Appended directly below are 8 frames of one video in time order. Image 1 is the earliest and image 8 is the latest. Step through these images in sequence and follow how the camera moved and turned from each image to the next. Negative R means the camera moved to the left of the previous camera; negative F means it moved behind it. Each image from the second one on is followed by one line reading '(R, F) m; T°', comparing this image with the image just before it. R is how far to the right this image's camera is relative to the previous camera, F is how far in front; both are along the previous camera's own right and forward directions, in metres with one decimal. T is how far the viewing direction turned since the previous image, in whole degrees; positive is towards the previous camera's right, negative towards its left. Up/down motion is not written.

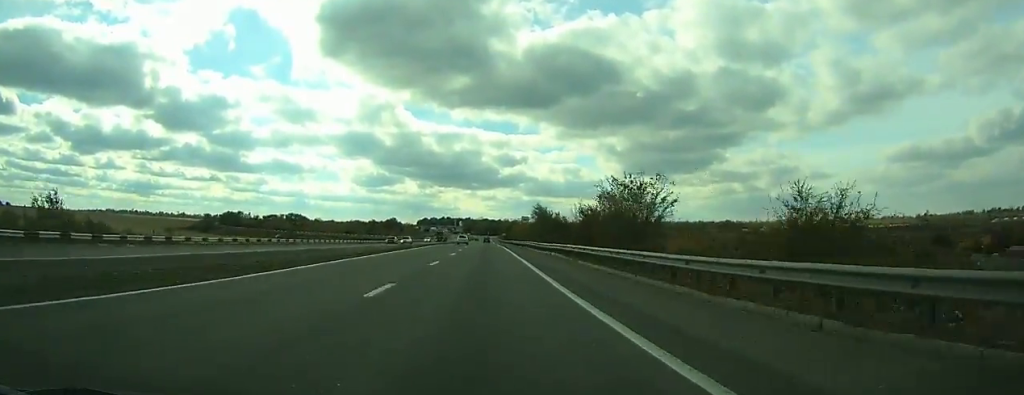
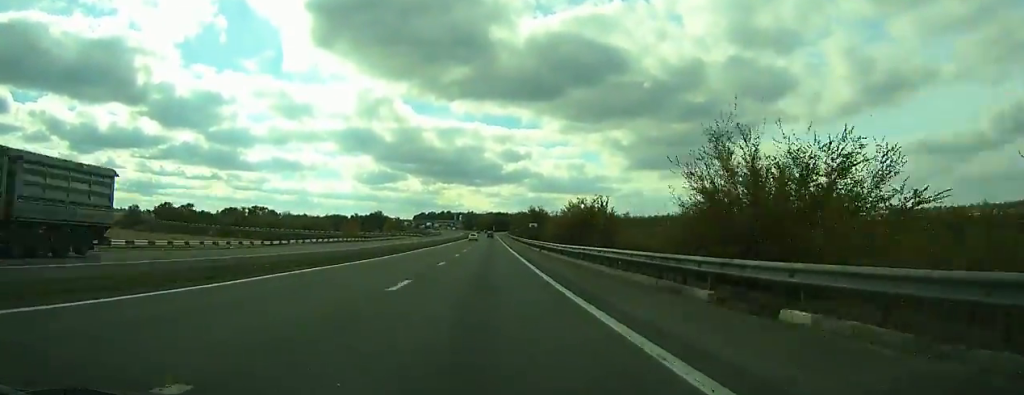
(-0.3, +103.8) m; 0°
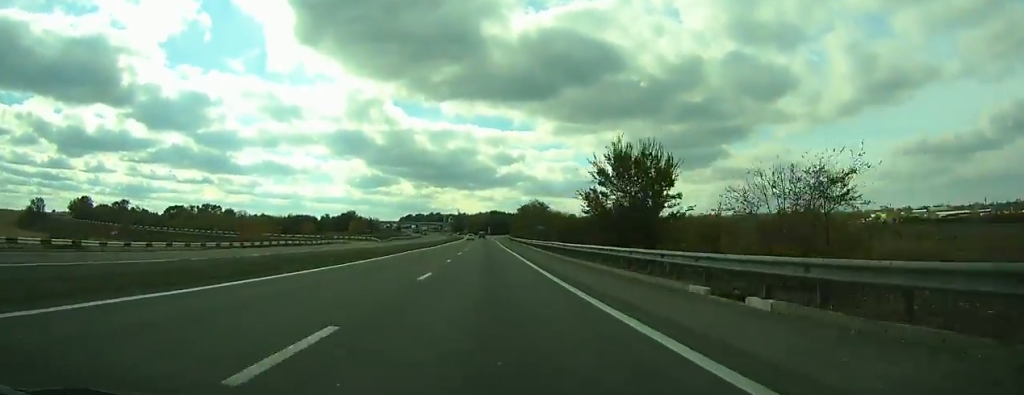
(+0.2, +81.0) m; 0°
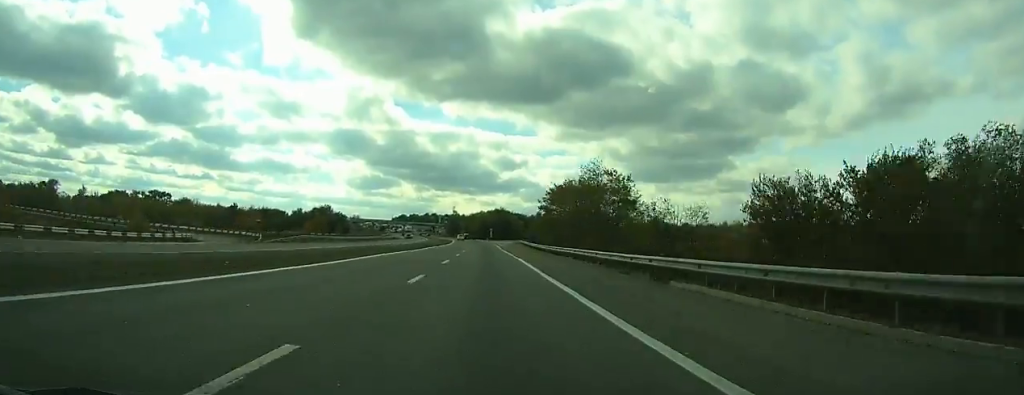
(-0.1, +73.8) m; 0°
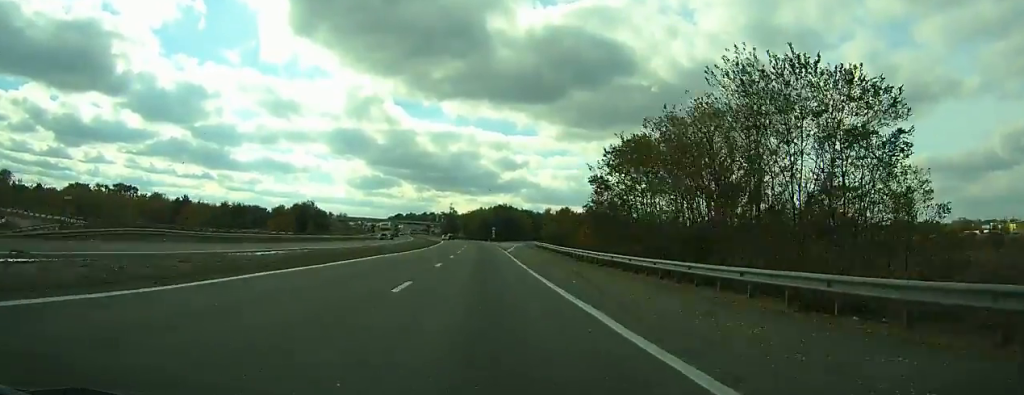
(+0.1, +37.0) m; 0°
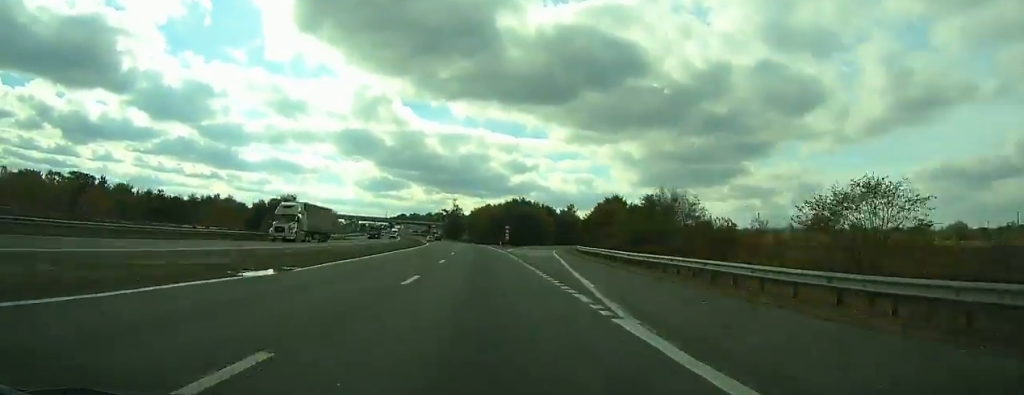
(-0.3, +46.7) m; -1°
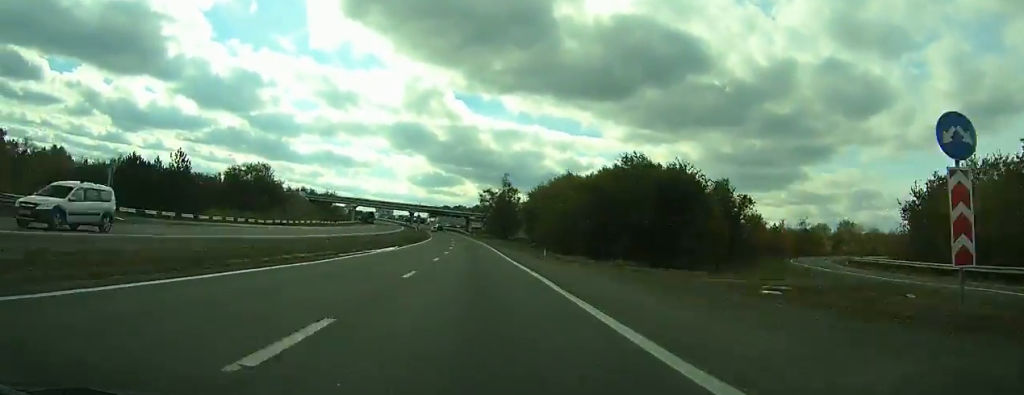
(-2.4, +91.8) m; -4°
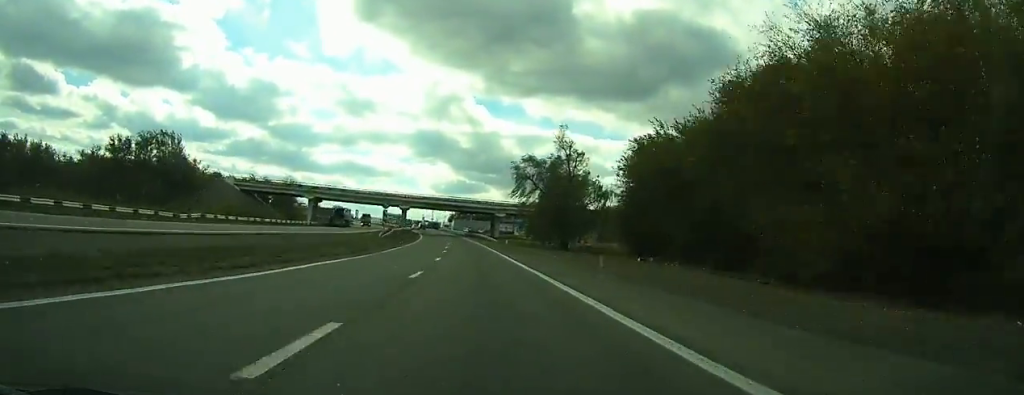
(-2.3, +70.5) m; -3°
